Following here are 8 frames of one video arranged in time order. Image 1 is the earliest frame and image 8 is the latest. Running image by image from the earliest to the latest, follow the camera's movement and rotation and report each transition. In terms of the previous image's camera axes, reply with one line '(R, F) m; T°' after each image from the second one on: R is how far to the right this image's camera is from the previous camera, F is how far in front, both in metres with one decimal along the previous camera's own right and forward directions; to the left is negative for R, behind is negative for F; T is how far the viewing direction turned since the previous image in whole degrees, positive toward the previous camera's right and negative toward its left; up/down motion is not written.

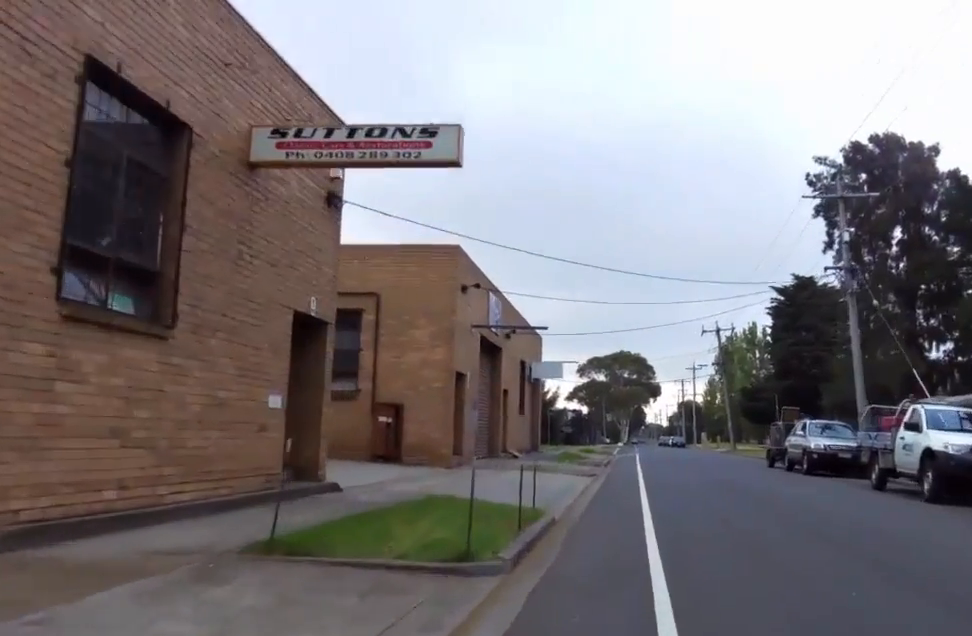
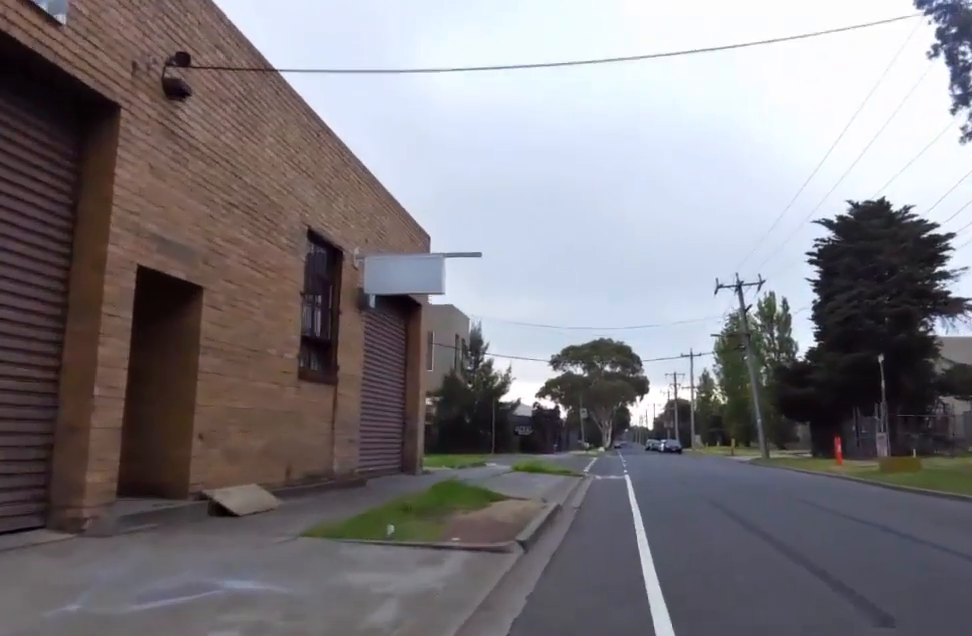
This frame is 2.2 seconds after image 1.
(-2.3, +19.0) m; -5°
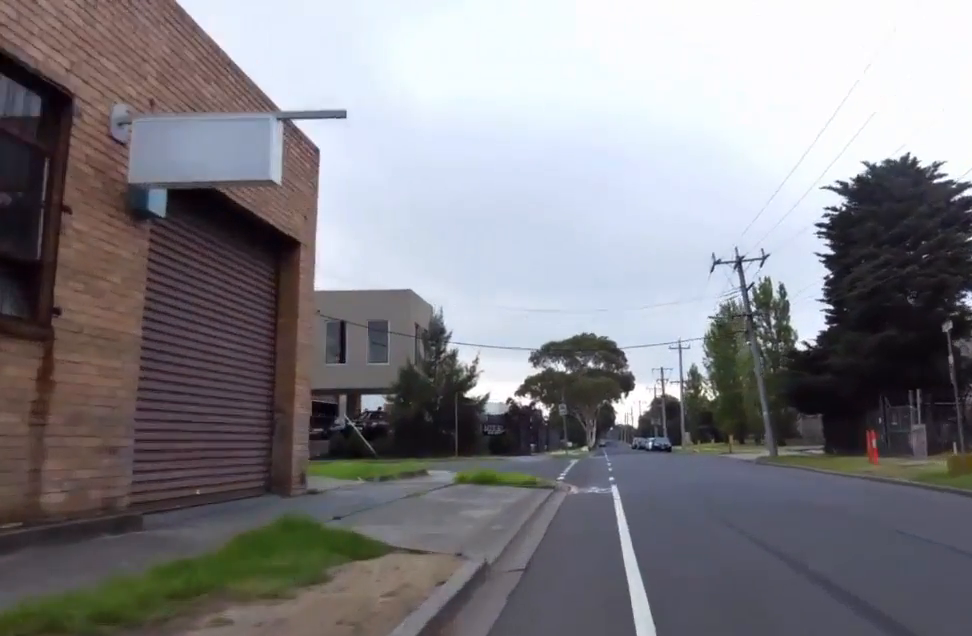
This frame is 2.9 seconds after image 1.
(-0.2, +5.8) m; +5°
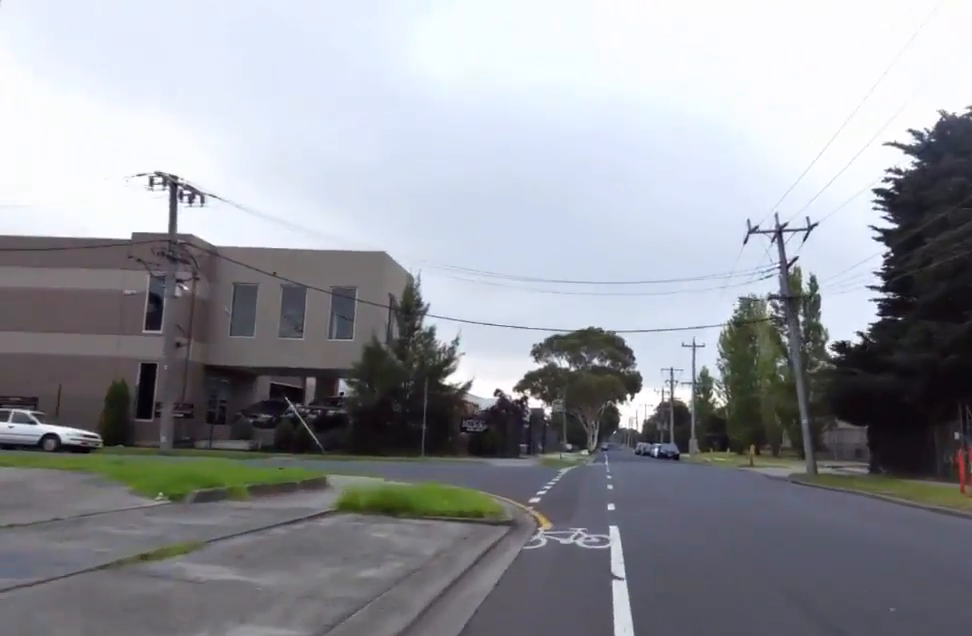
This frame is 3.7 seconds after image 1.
(+0.8, +6.7) m; +5°
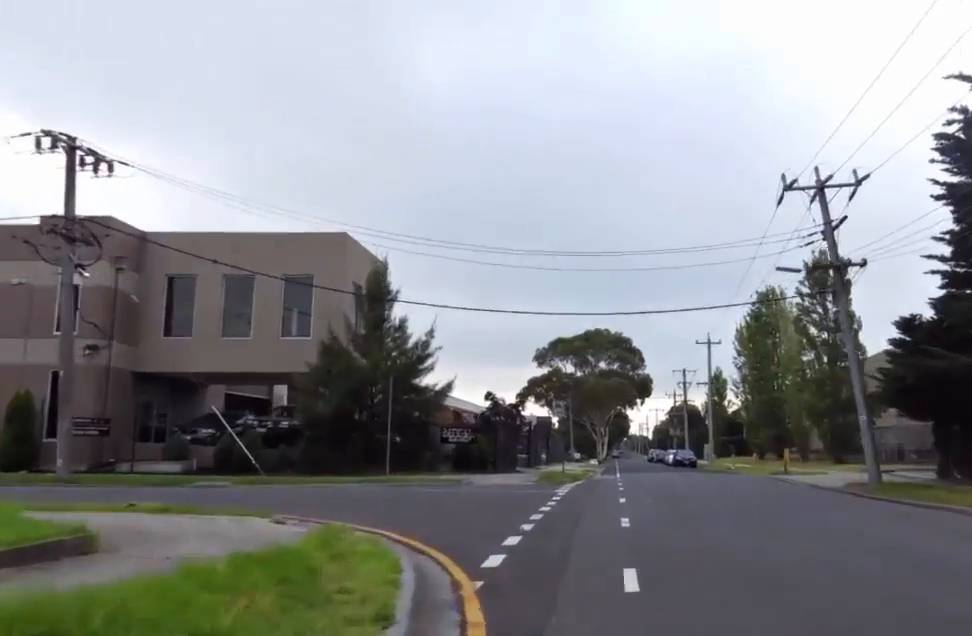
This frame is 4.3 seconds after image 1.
(+0.2, +5.8) m; +3°
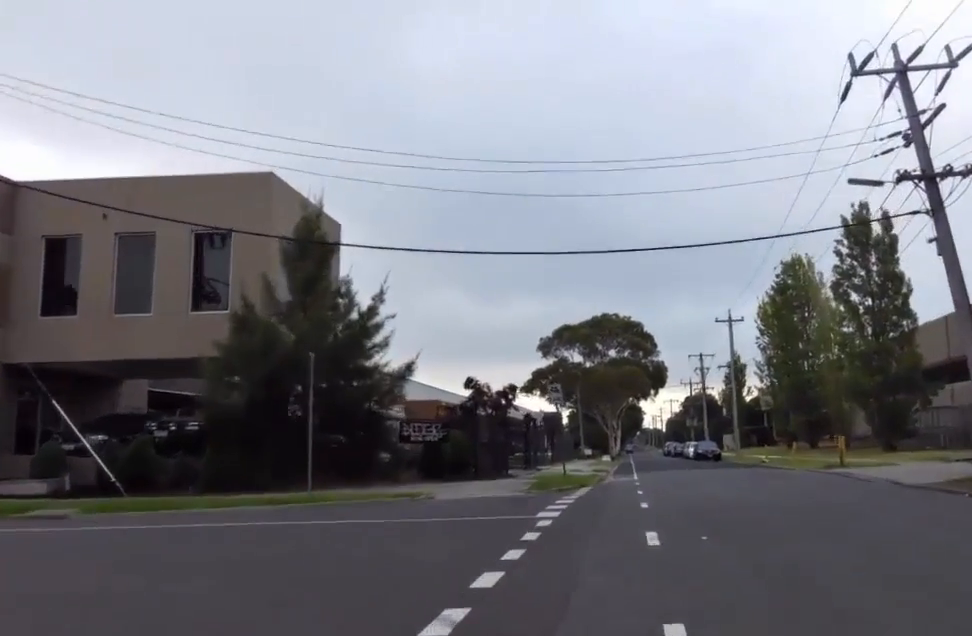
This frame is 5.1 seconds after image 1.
(0.0, +6.9) m; 0°
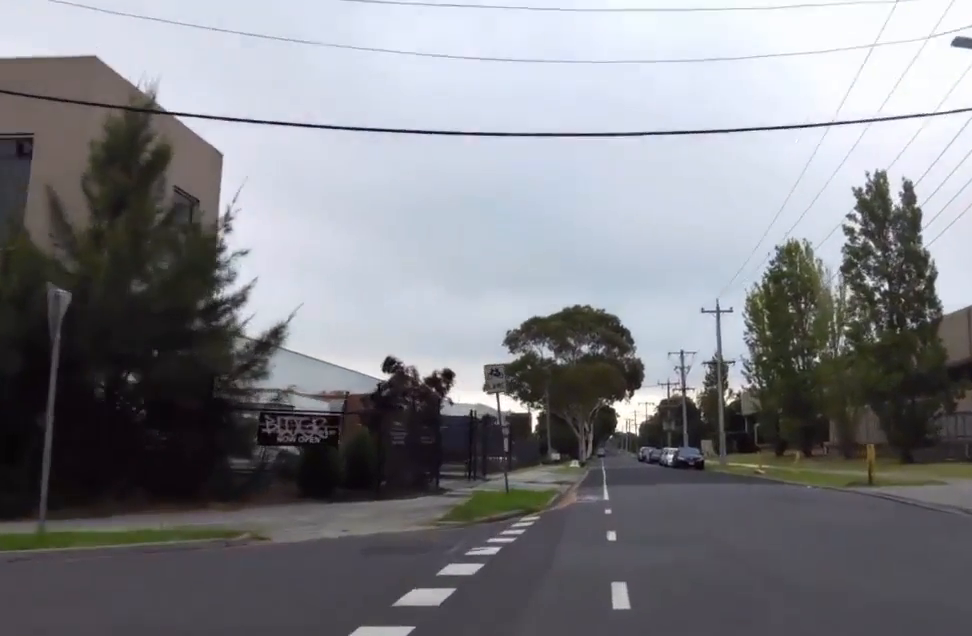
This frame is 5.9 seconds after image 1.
(+0.4, +6.4) m; -6°
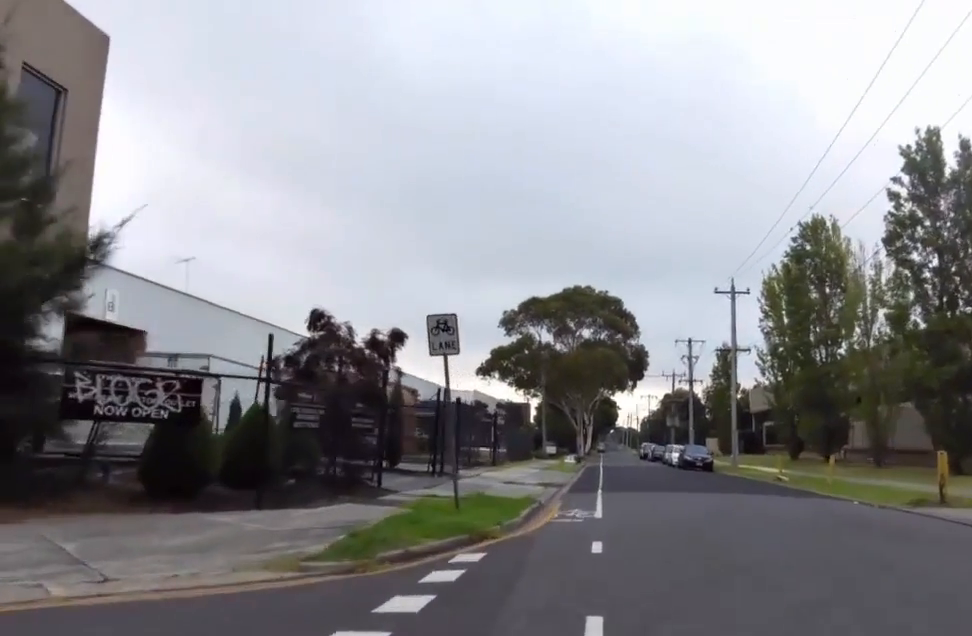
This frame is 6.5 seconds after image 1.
(-0.8, +5.0) m; -3°
